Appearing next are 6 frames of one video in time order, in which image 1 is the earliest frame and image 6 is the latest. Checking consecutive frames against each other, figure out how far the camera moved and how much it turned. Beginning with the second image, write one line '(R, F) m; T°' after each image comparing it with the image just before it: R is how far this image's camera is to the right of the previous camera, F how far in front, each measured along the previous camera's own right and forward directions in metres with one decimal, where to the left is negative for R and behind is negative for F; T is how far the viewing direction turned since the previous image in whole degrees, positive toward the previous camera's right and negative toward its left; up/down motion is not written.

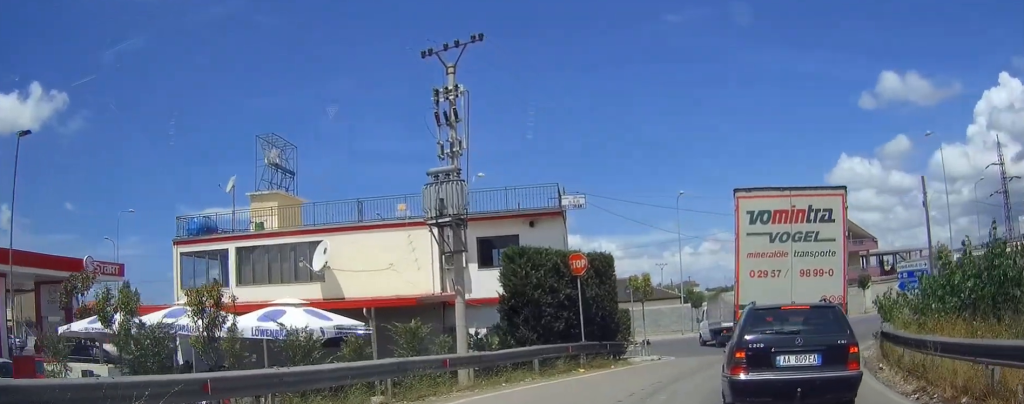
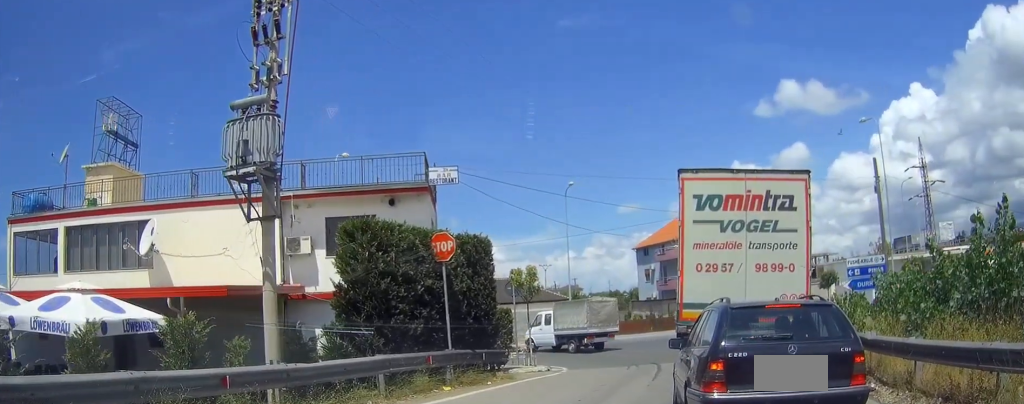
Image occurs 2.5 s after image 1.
(+0.6, +4.8) m; +9°
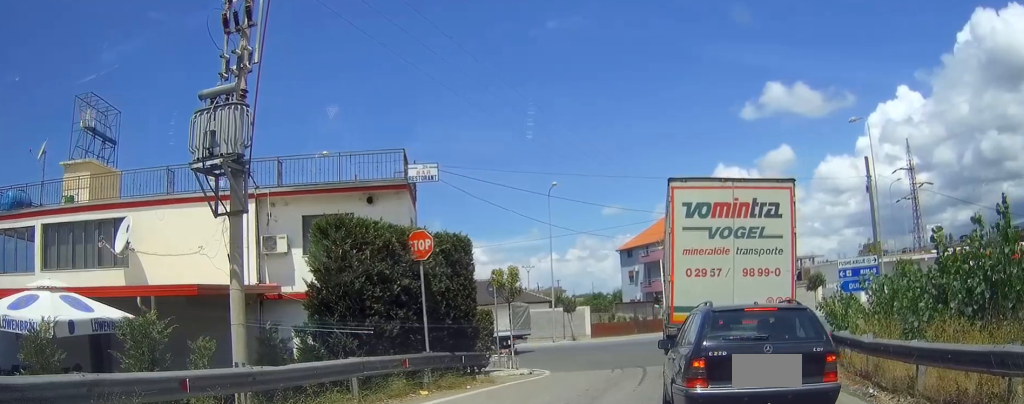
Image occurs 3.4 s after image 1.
(0.0, +1.6) m; 0°
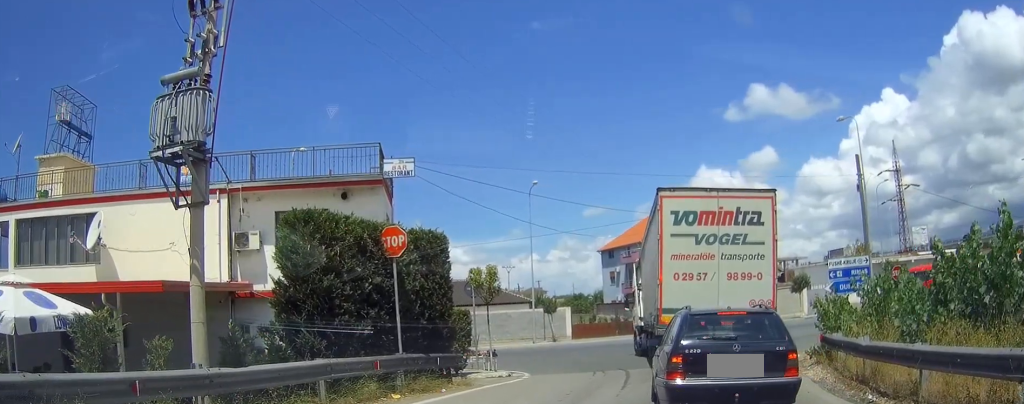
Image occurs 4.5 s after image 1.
(+0.1, +1.2) m; 0°
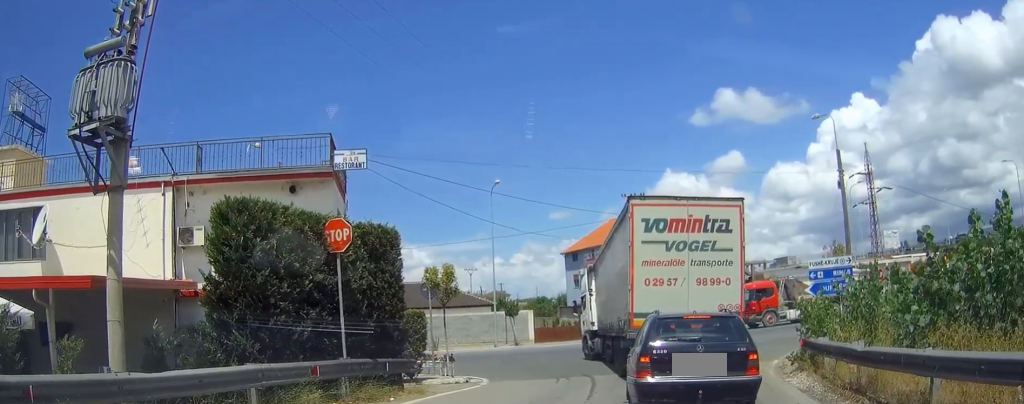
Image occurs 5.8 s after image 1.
(+0.1, +1.1) m; 0°
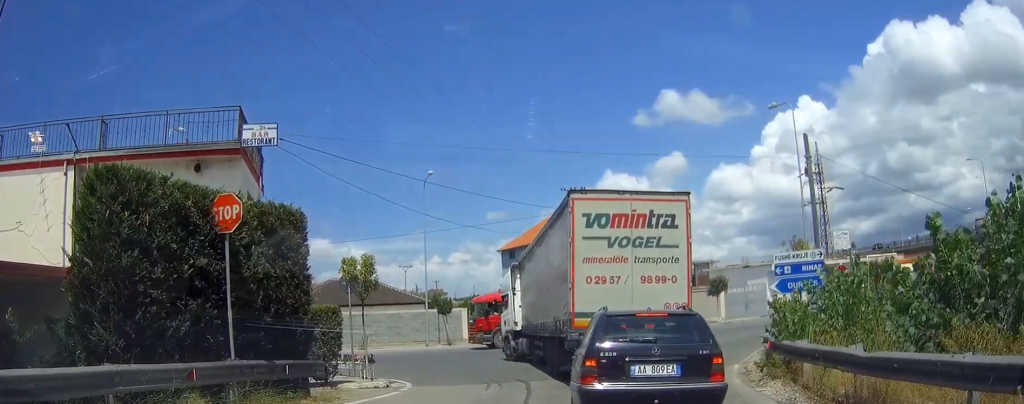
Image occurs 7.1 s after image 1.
(-0.1, +1.5) m; +11°
